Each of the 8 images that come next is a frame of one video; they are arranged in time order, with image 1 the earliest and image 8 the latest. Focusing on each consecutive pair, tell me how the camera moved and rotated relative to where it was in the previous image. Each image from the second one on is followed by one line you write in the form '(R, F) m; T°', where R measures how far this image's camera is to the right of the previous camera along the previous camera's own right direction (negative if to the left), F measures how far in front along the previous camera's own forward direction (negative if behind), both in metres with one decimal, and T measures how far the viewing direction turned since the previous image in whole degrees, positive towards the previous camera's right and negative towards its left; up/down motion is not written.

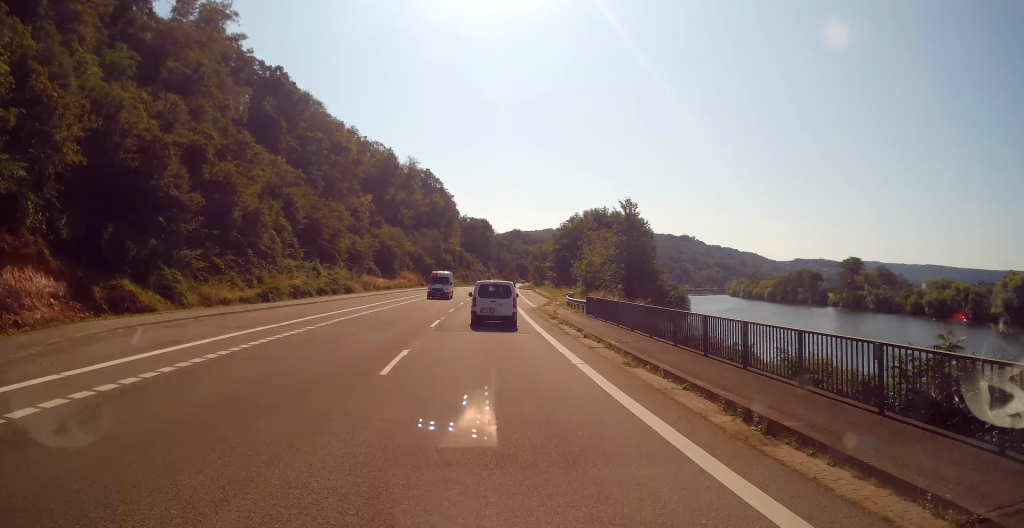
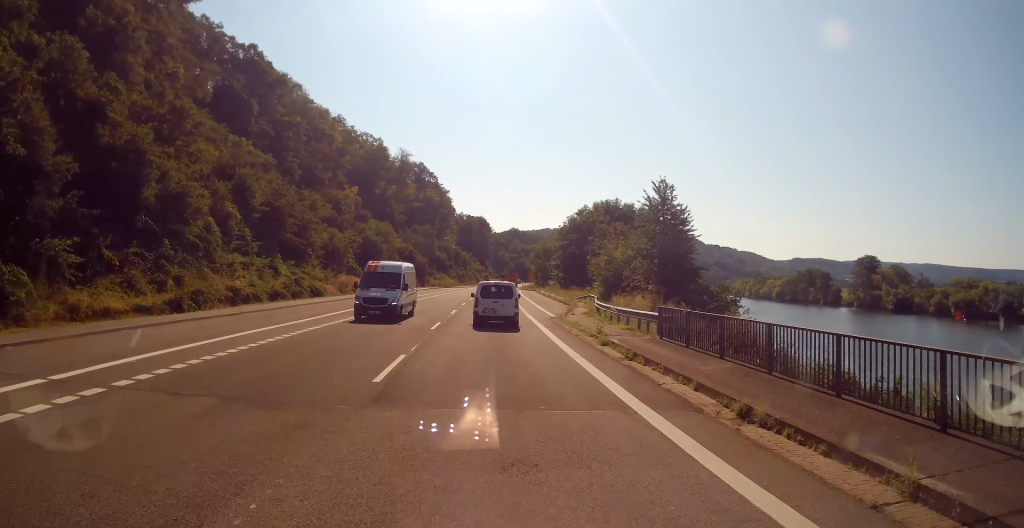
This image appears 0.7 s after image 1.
(+0.4, +13.0) m; +1°
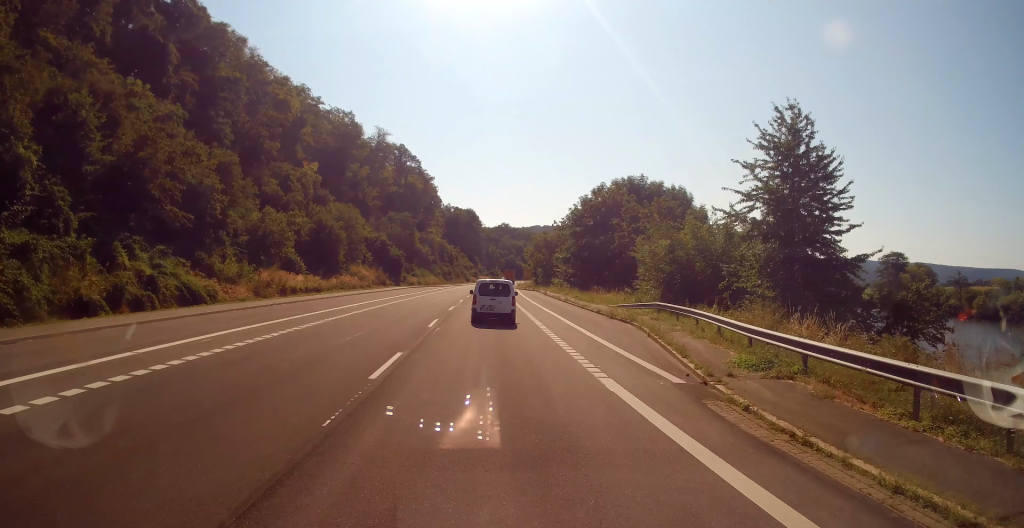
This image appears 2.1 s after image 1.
(0.0, +23.8) m; 0°
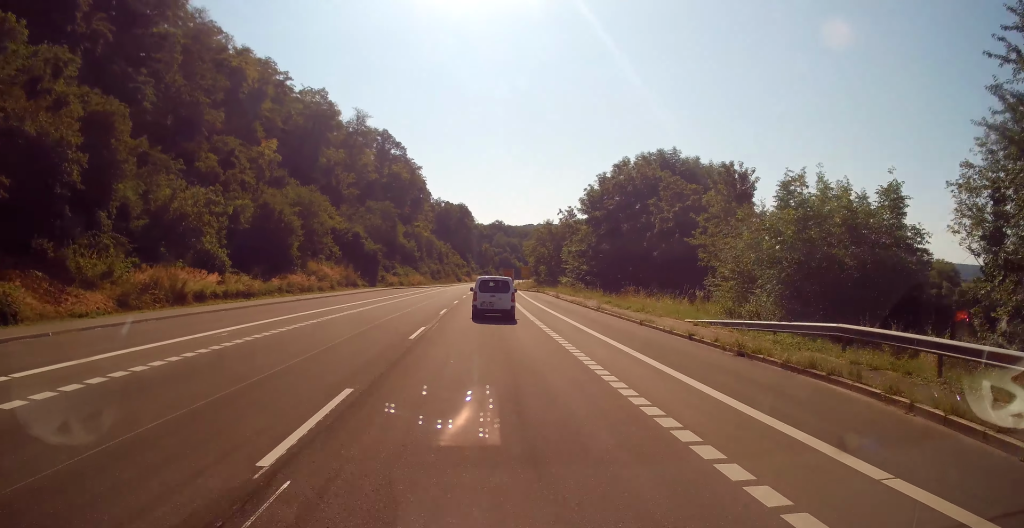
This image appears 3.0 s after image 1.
(0.0, +16.7) m; 0°
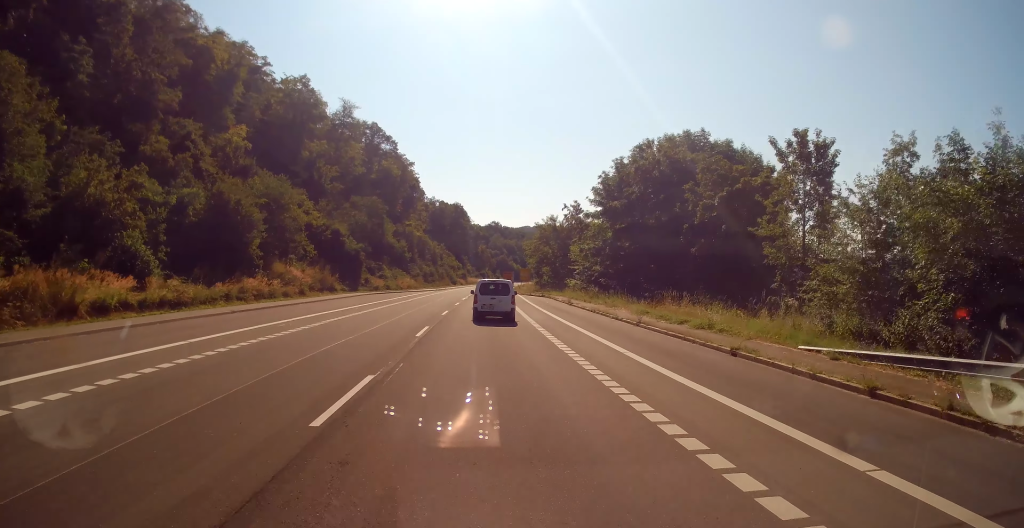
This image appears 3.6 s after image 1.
(0.0, +10.7) m; +1°
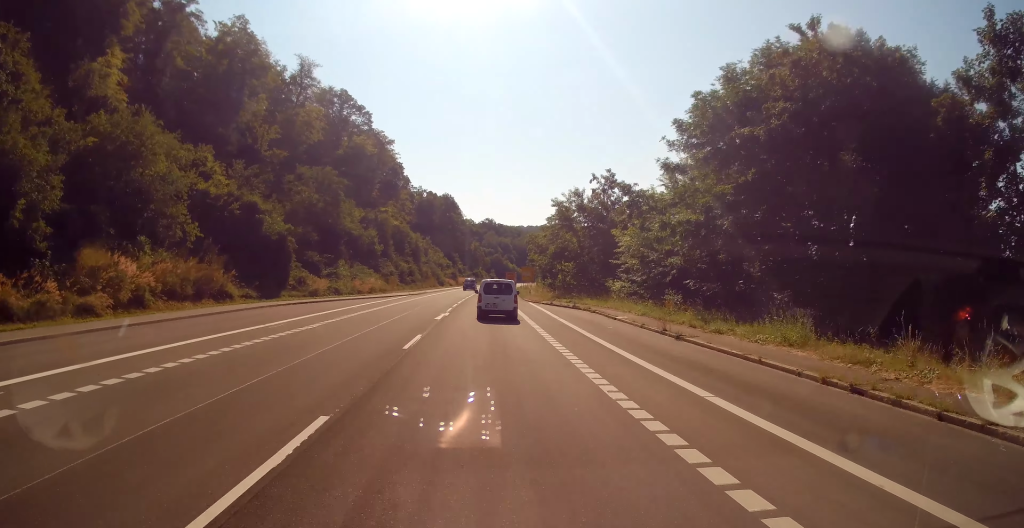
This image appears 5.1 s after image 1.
(+0.7, +27.5) m; +2°
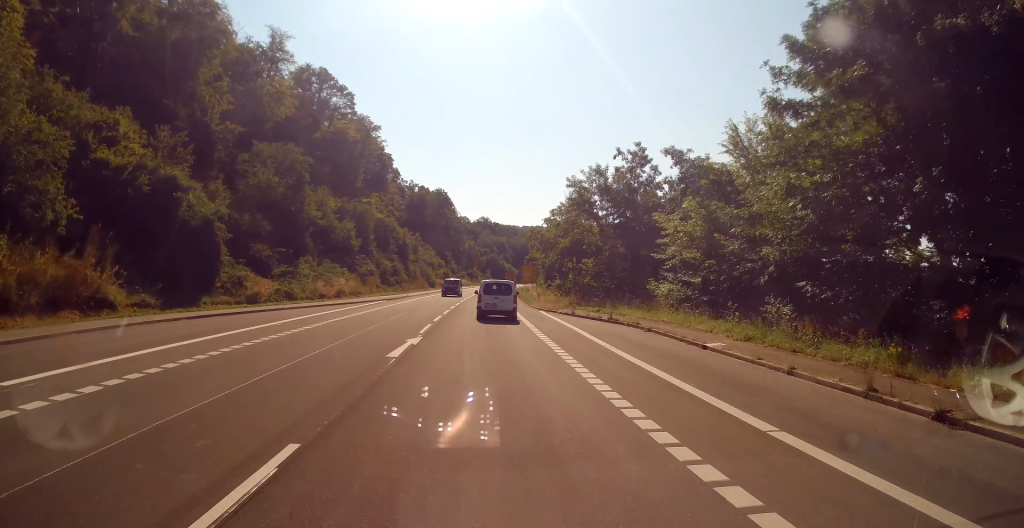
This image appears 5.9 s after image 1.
(+0.2, +13.3) m; -1°
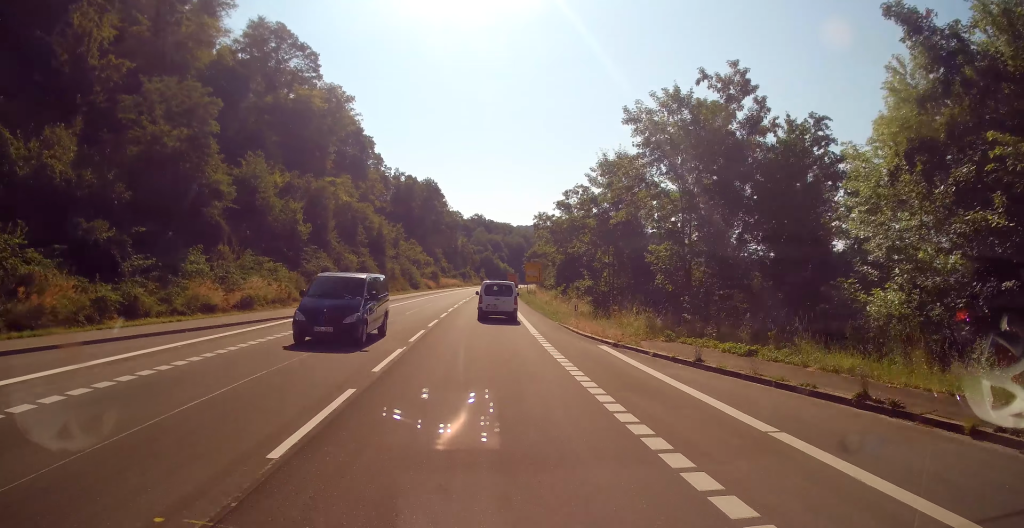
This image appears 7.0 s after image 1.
(-0.6, +20.1) m; 0°
